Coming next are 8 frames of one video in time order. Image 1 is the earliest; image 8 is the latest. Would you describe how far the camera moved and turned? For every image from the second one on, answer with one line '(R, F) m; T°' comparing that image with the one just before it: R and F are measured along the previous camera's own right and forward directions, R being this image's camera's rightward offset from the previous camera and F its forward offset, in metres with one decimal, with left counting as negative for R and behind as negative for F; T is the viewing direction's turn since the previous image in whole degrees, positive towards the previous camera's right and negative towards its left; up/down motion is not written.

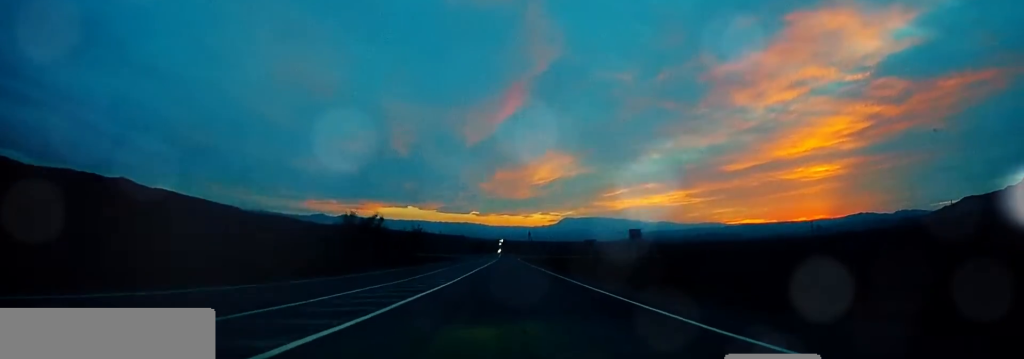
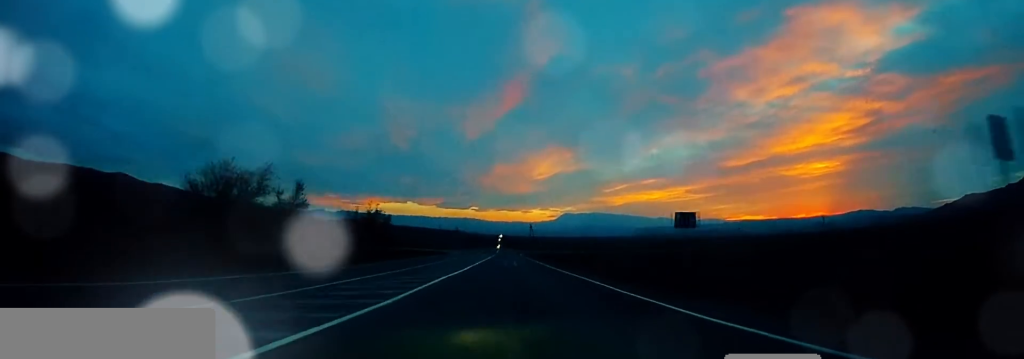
(0.0, +24.4) m; -1°
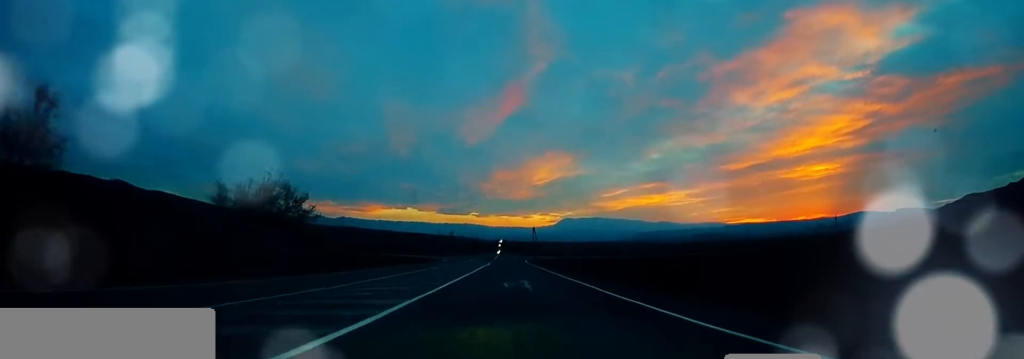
(-0.4, +22.9) m; -1°
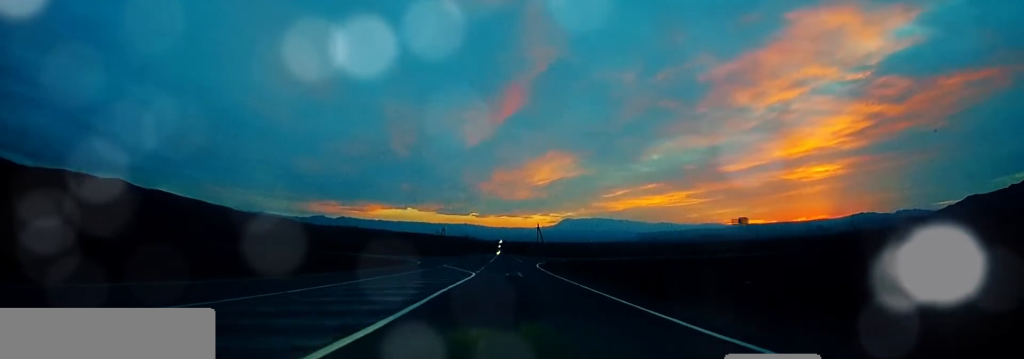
(-0.1, +28.7) m; 0°
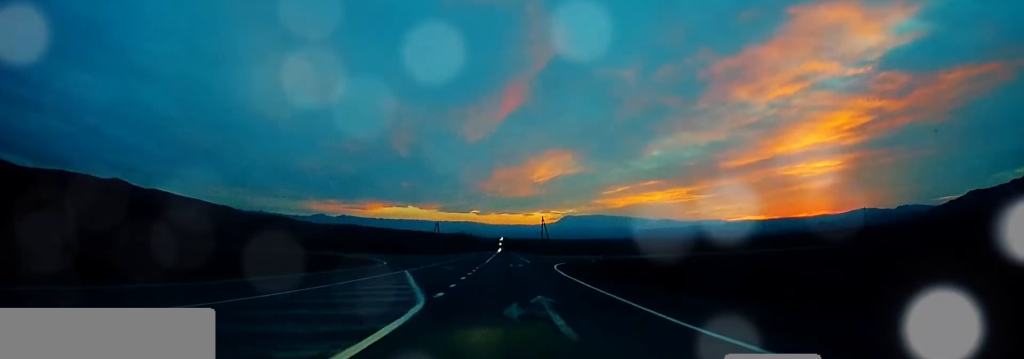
(0.0, +19.7) m; 0°
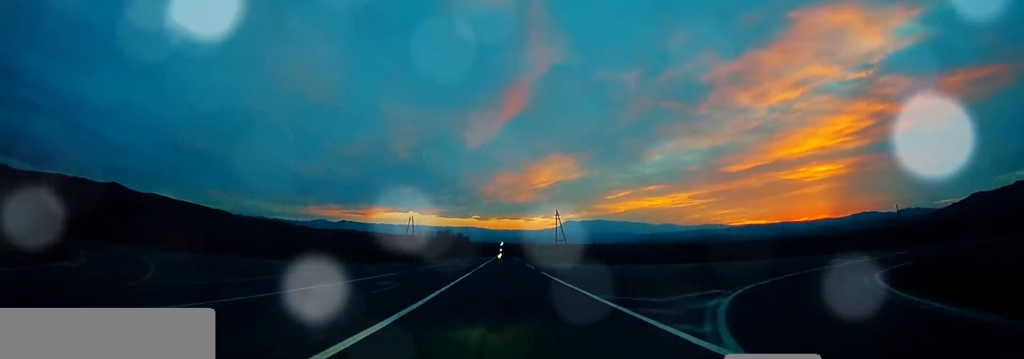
(0.0, +46.2) m; 0°
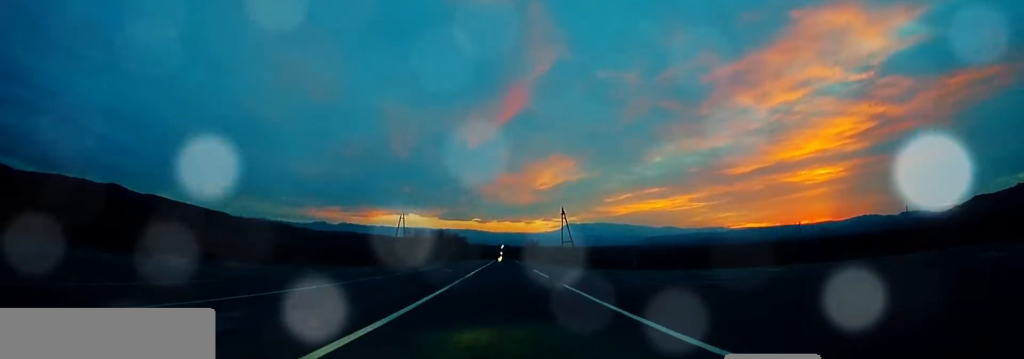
(0.0, +11.6) m; 0°
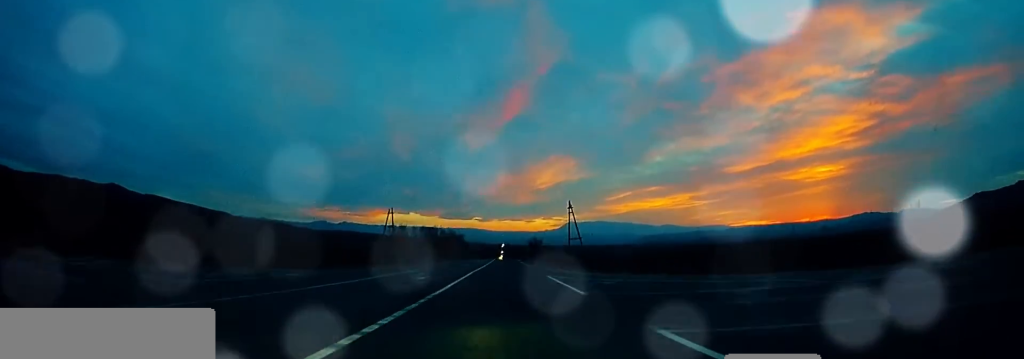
(0.0, +11.6) m; 0°
